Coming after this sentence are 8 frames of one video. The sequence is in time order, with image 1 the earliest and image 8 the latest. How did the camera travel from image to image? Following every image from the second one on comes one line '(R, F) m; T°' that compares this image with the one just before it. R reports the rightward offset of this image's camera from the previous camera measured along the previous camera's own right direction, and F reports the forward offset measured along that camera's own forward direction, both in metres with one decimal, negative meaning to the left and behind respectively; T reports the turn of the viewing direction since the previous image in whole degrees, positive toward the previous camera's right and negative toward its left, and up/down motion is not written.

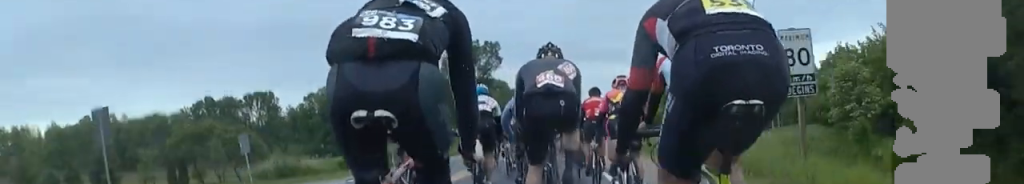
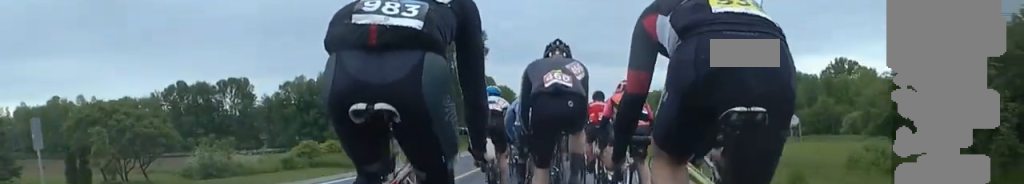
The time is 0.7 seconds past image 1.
(+0.6, +9.4) m; 0°
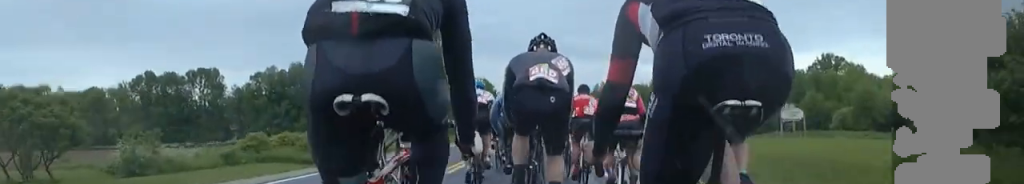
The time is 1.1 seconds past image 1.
(-0.3, +6.0) m; -2°
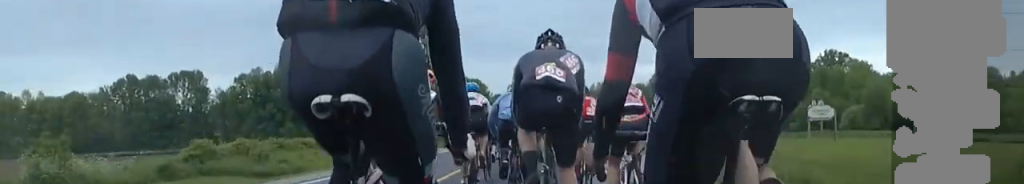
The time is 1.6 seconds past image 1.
(-0.2, +6.9) m; -2°
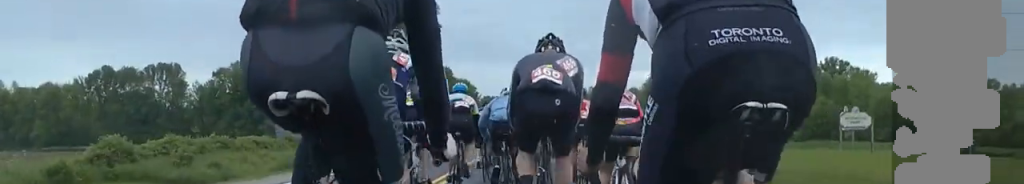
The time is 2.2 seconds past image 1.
(-0.1, +7.2) m; 0°
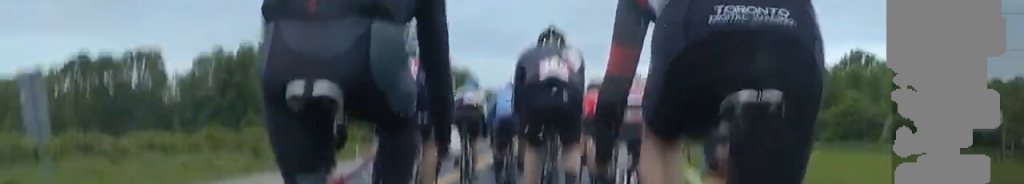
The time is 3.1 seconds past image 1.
(-0.1, +13.1) m; 0°
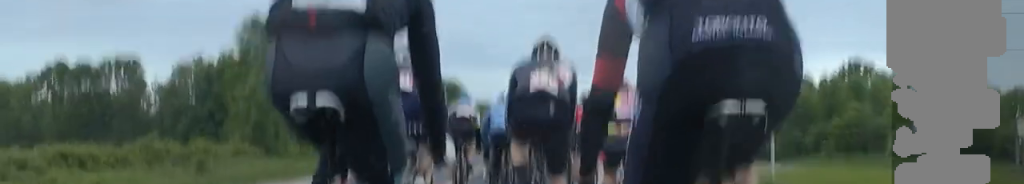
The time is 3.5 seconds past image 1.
(0.0, +5.4) m; 0°
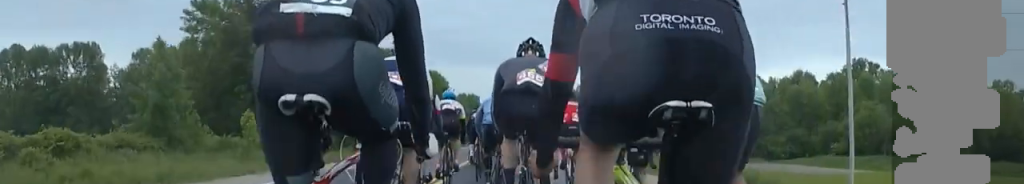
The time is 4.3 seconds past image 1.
(+0.2, +11.1) m; 0°
